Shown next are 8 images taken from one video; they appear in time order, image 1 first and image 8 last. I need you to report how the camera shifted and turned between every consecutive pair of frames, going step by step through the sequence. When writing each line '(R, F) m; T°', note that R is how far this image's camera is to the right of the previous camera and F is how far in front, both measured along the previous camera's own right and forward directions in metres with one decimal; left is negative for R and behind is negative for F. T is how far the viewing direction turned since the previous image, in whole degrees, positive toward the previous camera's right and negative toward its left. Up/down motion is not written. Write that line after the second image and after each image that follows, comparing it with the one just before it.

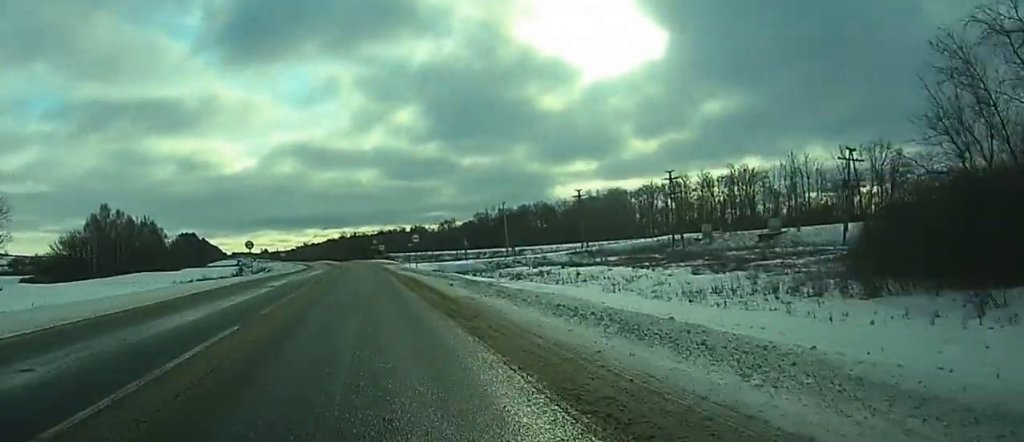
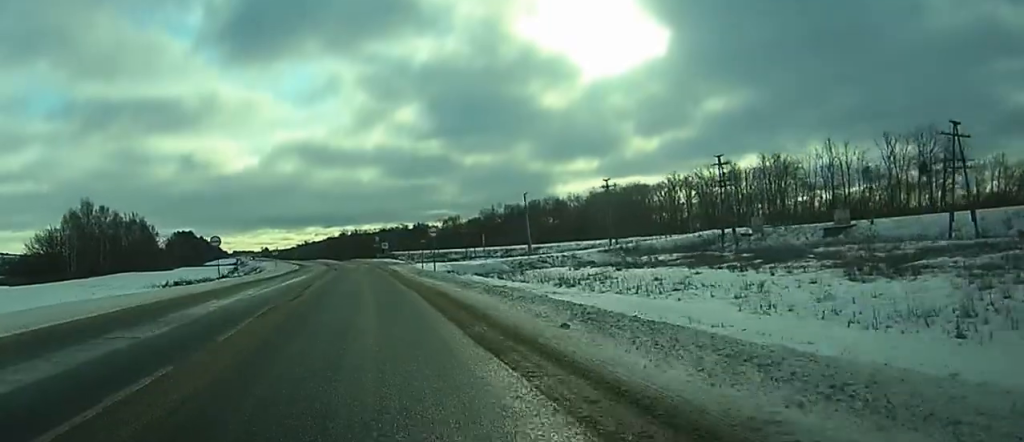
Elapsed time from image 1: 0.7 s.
(0.0, +17.1) m; 0°
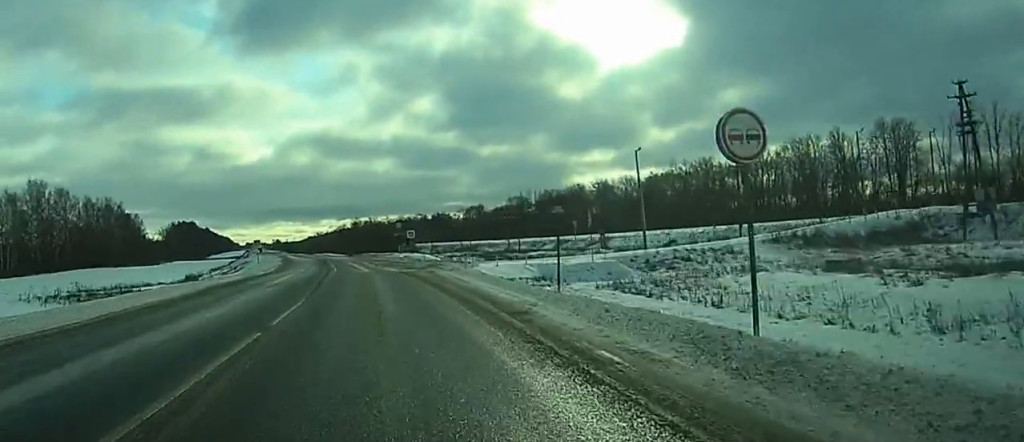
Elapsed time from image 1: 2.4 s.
(-0.1, +44.2) m; -1°
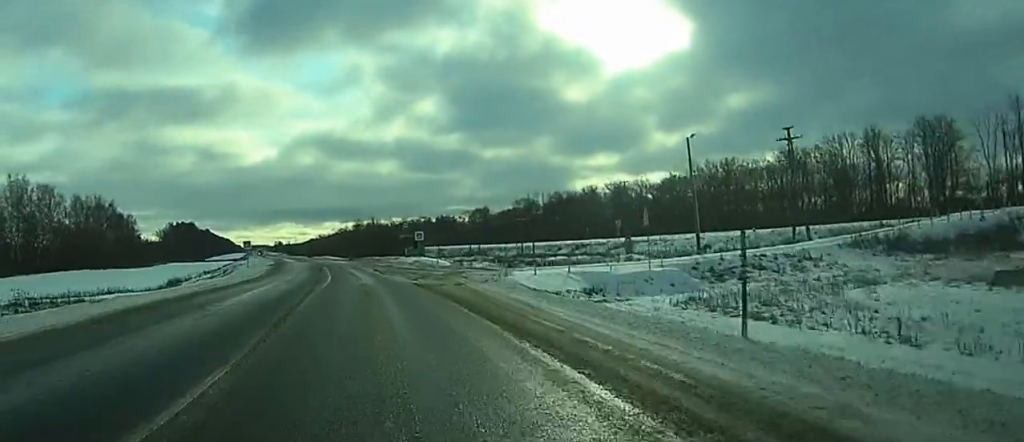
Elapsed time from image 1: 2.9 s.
(0.0, +11.8) m; 0°
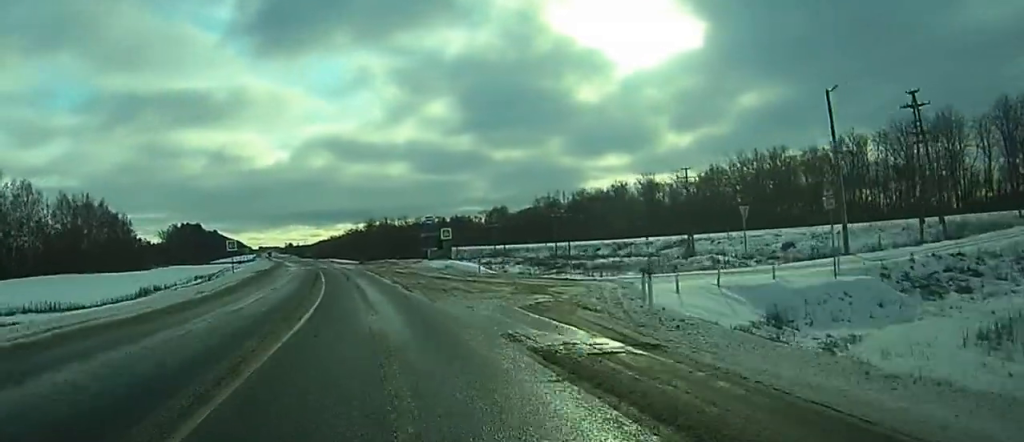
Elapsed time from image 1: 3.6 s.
(-0.1, +19.2) m; -1°
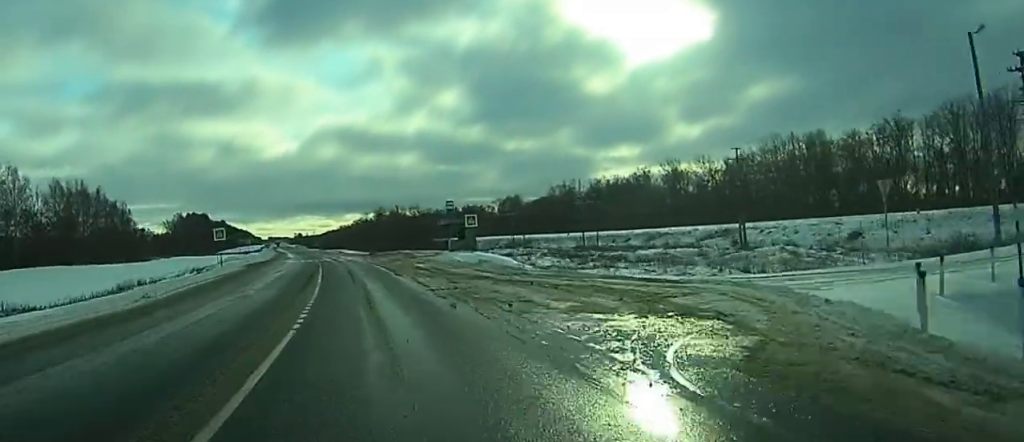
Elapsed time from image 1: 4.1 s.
(0.0, +11.7) m; -1°
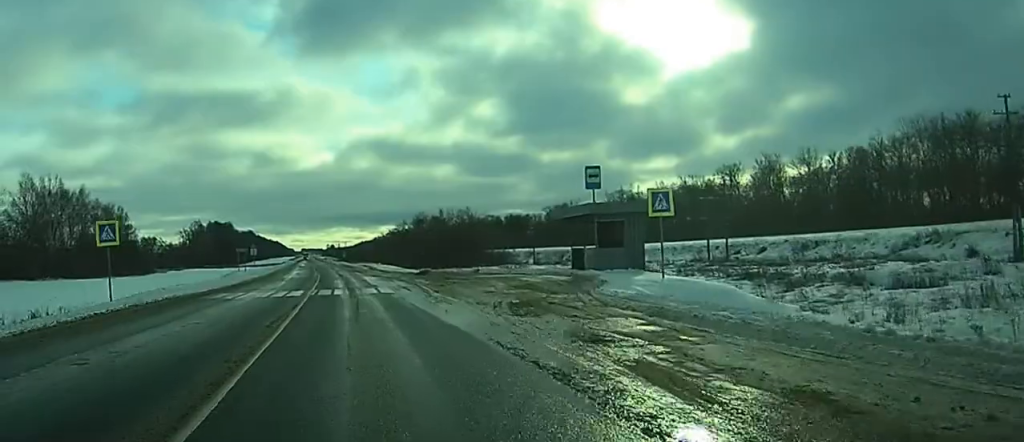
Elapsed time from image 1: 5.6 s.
(-1.0, +37.4) m; -3°
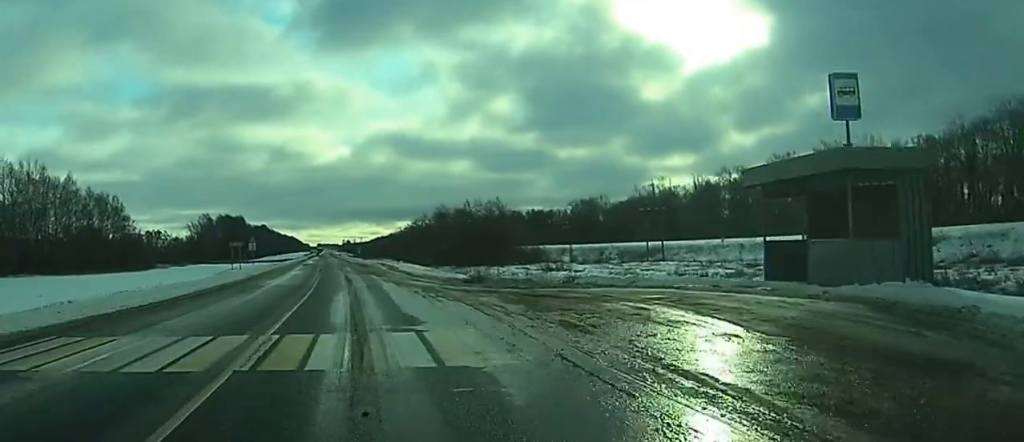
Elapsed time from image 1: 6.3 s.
(-0.2, +18.3) m; -1°
